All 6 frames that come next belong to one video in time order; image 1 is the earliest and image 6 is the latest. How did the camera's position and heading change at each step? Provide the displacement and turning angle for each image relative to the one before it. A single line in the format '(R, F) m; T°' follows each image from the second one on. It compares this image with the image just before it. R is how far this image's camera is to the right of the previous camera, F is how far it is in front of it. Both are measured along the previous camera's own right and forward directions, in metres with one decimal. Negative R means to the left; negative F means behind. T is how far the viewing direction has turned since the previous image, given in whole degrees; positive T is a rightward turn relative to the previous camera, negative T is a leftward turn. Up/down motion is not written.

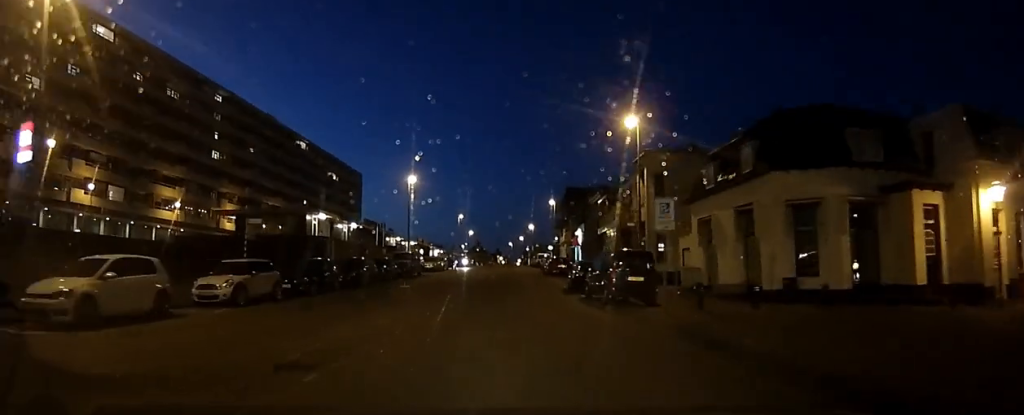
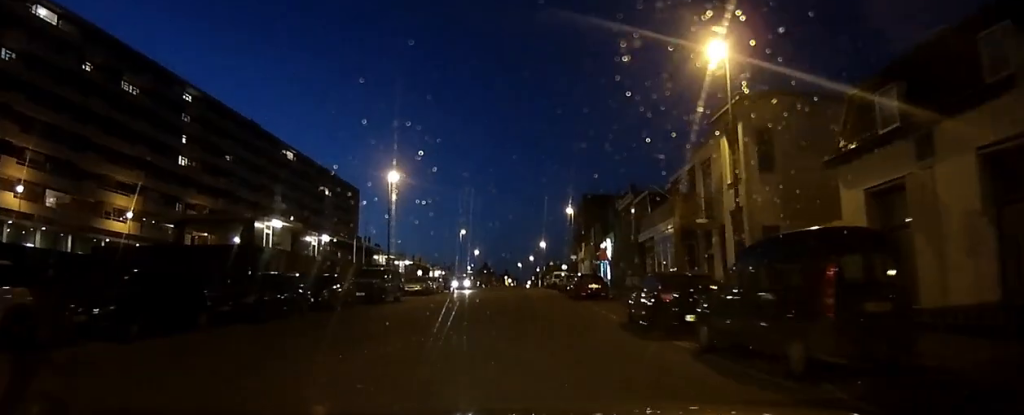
(0.0, +7.7) m; -1°
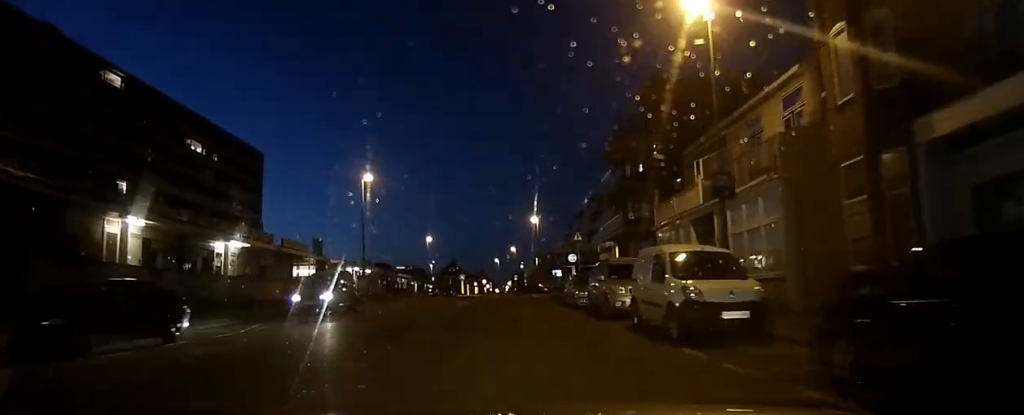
(-0.1, +30.4) m; +1°
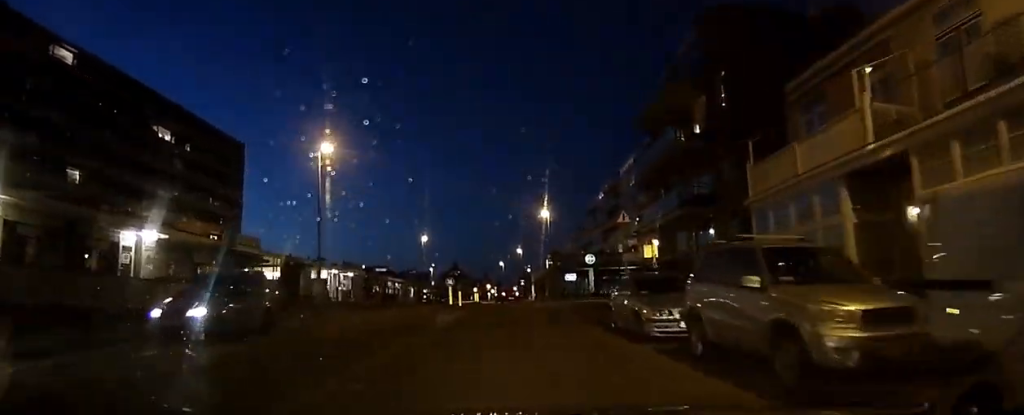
(0.0, +7.1) m; -1°
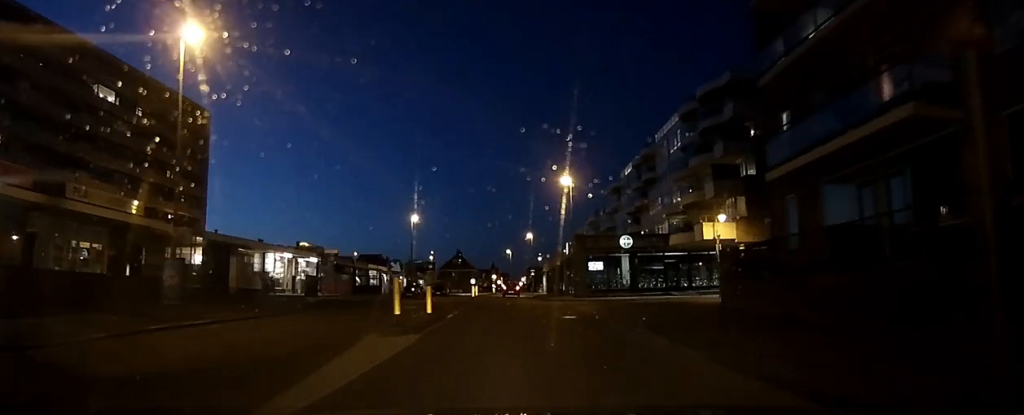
(0.0, +10.7) m; -1°
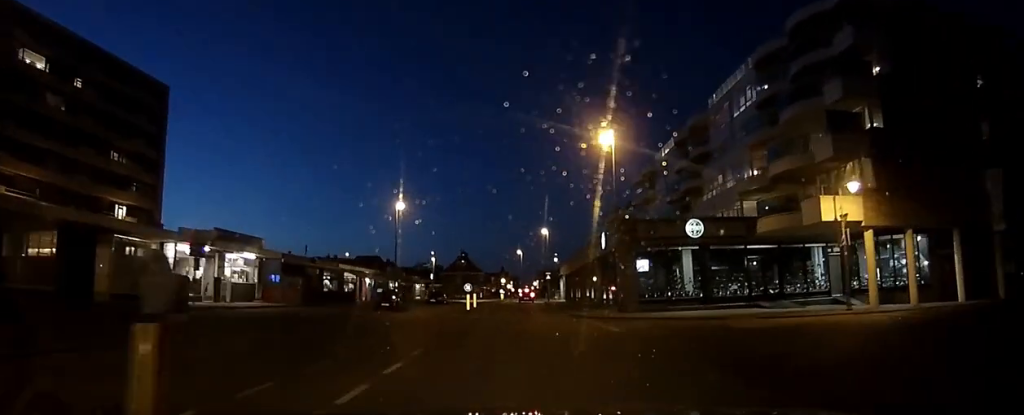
(-0.3, +14.2) m; +1°
